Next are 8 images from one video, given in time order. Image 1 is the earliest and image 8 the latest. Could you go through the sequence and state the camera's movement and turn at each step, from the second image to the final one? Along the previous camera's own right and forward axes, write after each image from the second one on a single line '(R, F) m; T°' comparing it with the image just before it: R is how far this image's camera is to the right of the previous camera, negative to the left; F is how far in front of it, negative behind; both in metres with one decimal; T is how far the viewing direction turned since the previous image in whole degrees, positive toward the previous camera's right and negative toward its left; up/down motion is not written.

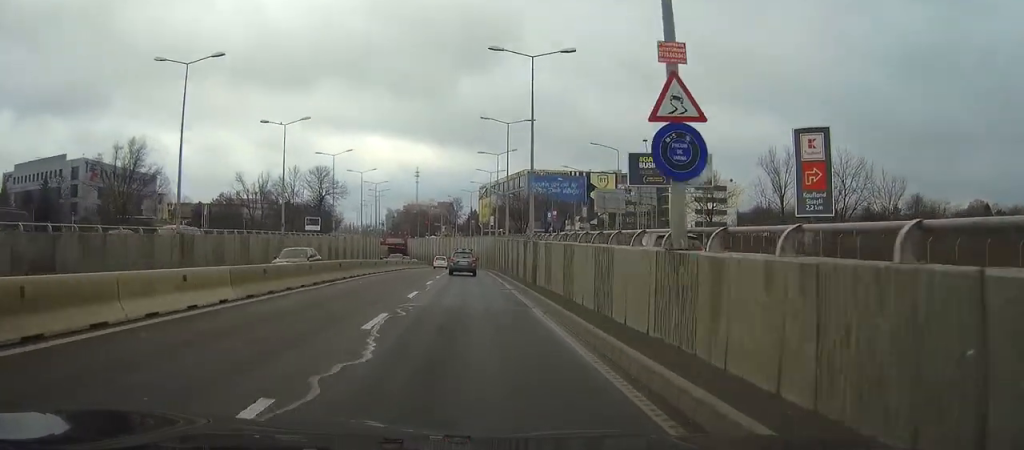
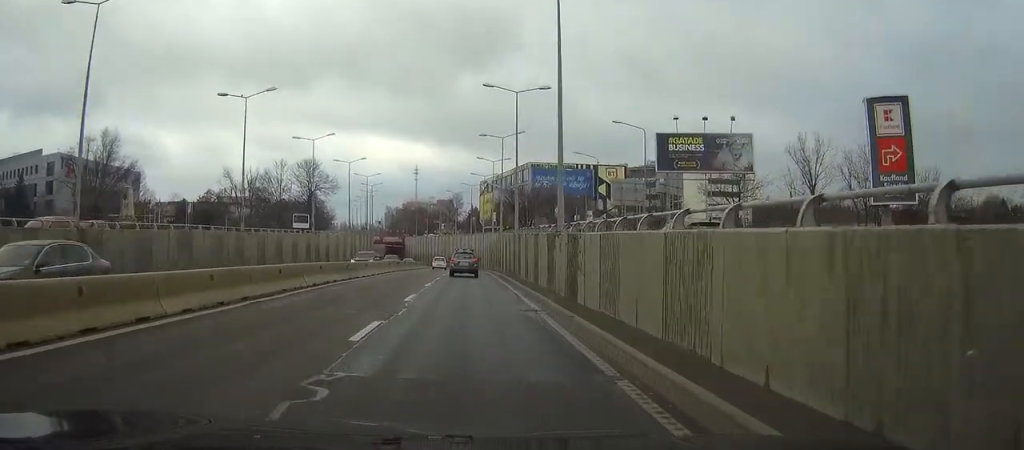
(0.0, +10.4) m; 0°
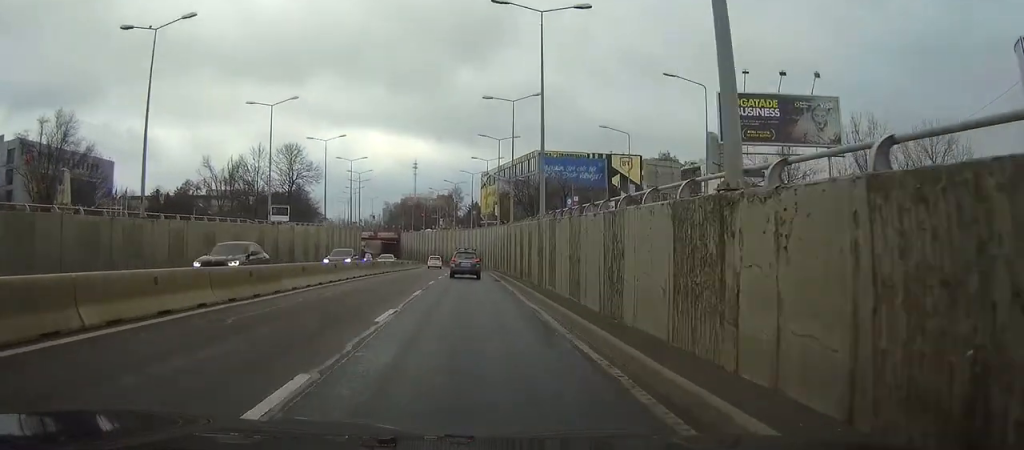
(0.0, +15.3) m; 0°
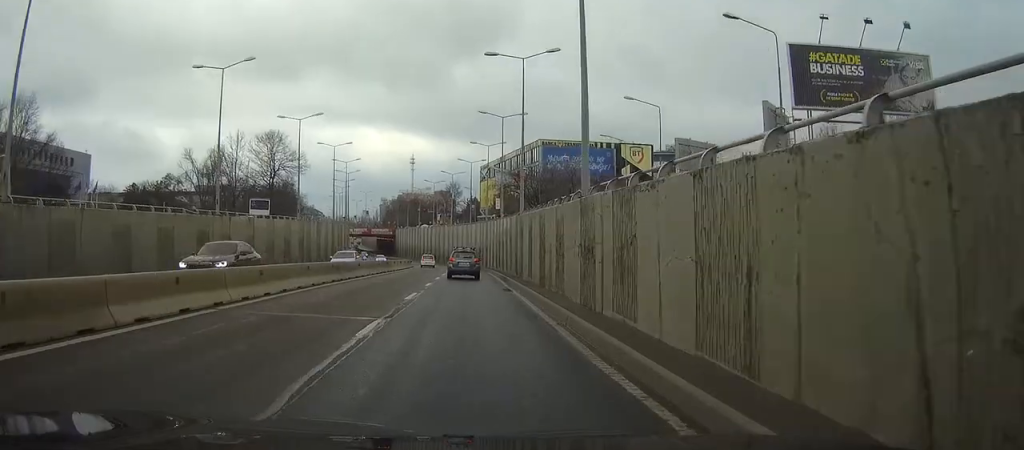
(0.0, +11.1) m; 0°
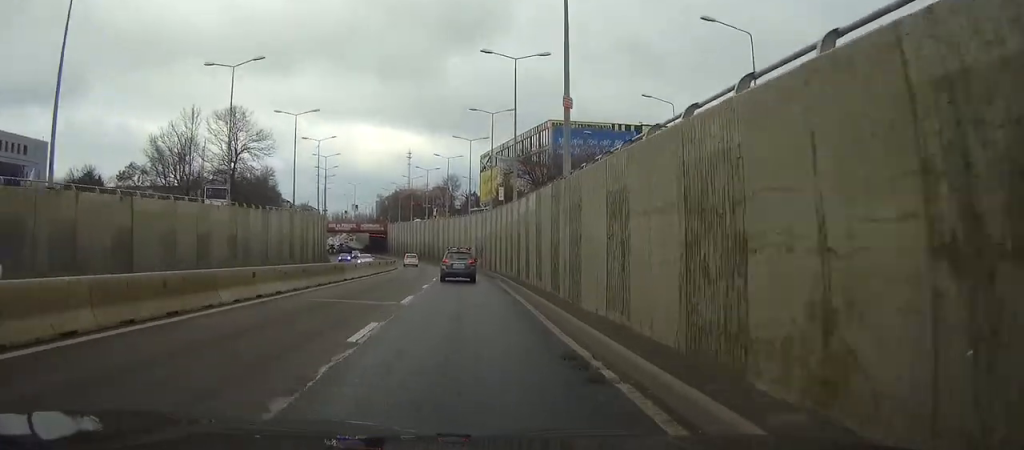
(+0.1, +17.9) m; 0°
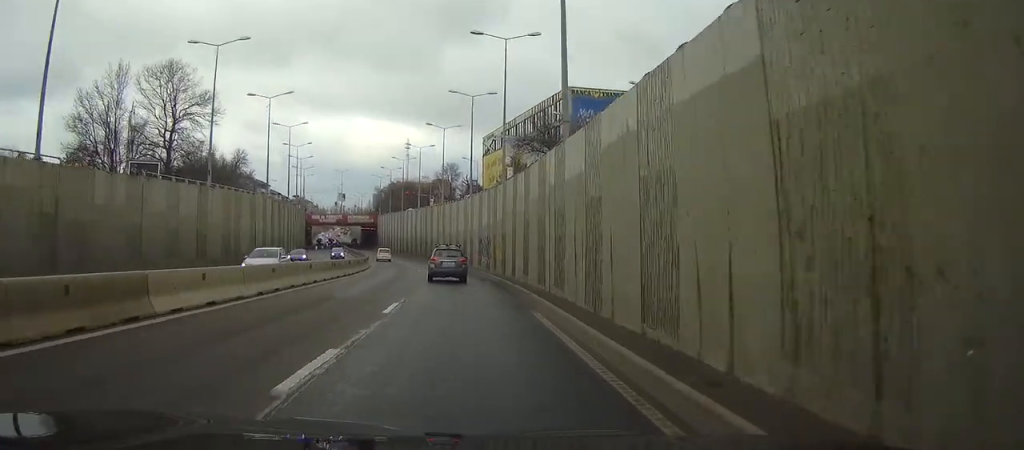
(+0.1, +21.9) m; 0°
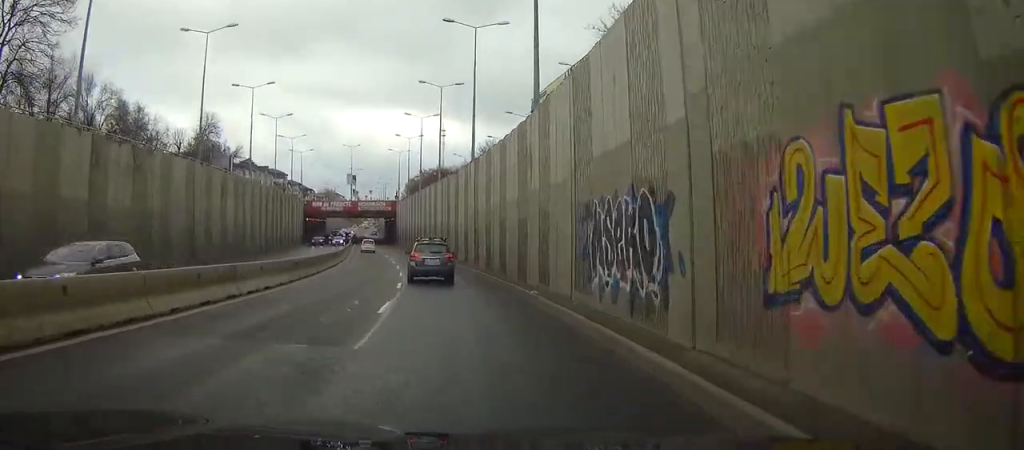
(-0.6, +36.6) m; -3°
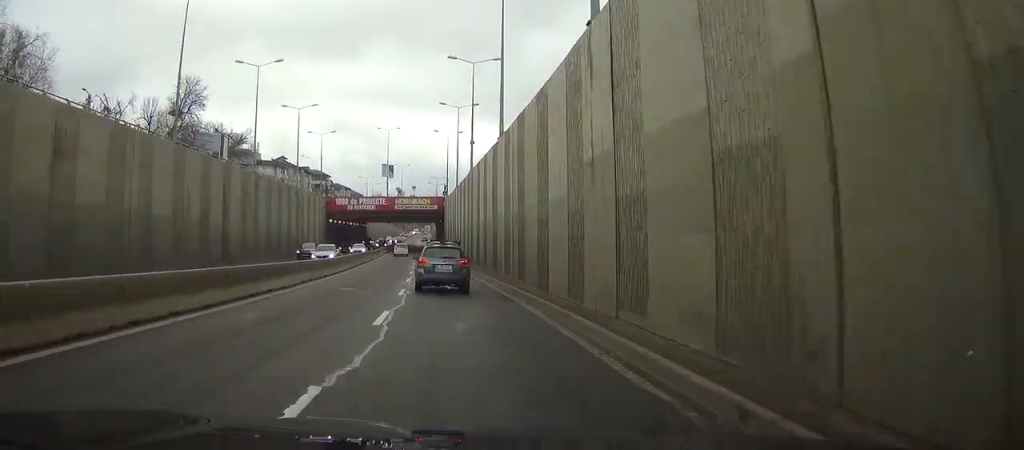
(-1.0, +28.7) m; -4°
